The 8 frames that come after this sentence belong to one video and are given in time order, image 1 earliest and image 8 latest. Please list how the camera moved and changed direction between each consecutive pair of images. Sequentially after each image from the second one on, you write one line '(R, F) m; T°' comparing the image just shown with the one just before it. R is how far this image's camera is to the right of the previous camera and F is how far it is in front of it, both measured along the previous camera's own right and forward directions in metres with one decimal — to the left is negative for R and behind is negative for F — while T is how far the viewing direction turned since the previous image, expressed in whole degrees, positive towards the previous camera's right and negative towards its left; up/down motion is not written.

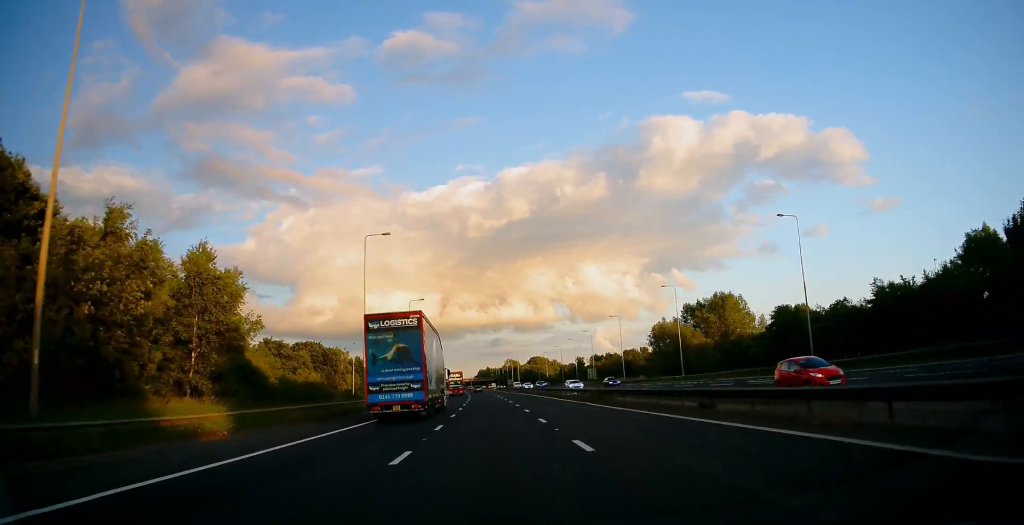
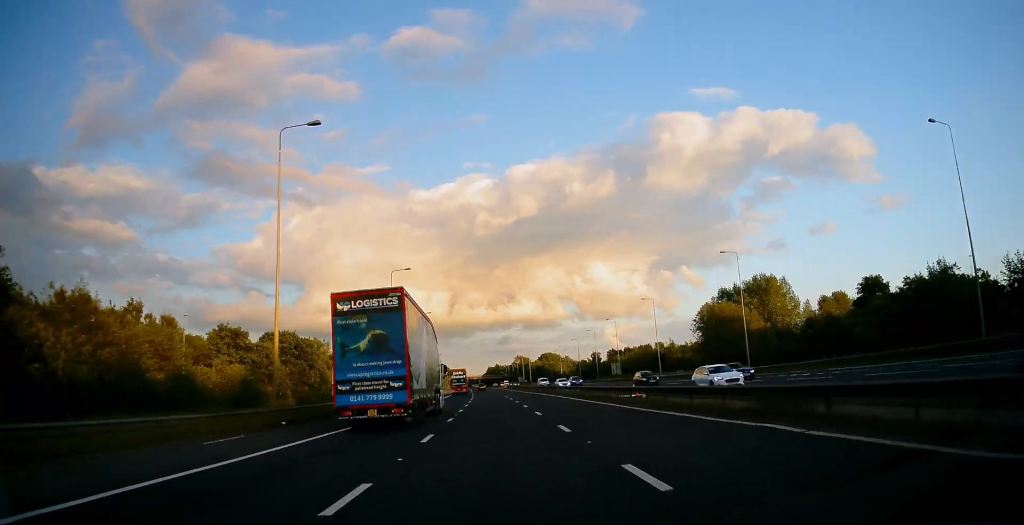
(-0.1, +22.5) m; -1°
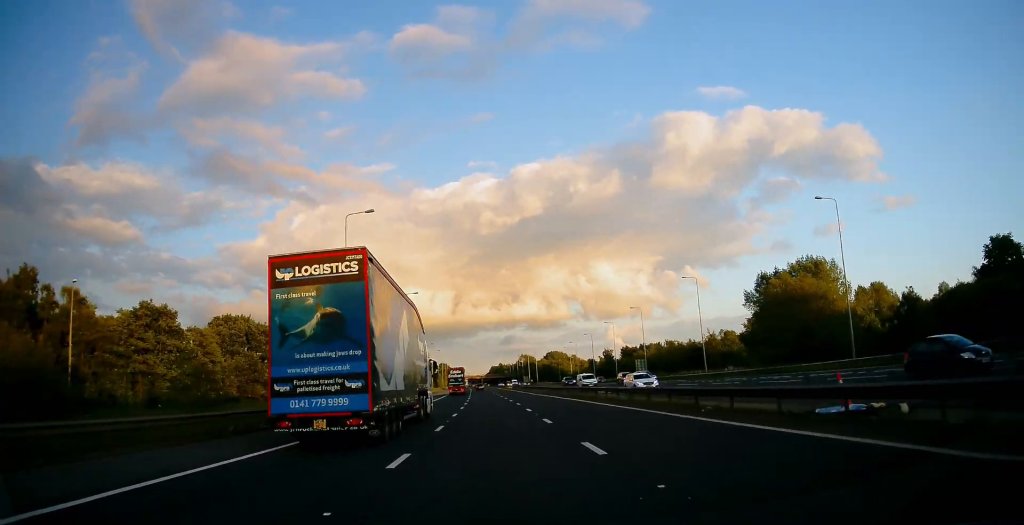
(-0.1, +23.0) m; -1°
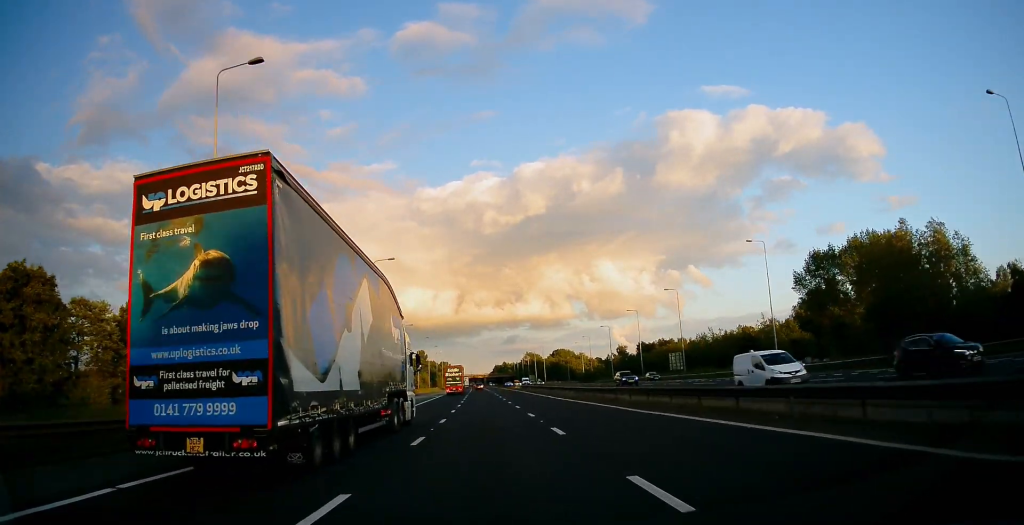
(-0.2, +23.2) m; 0°
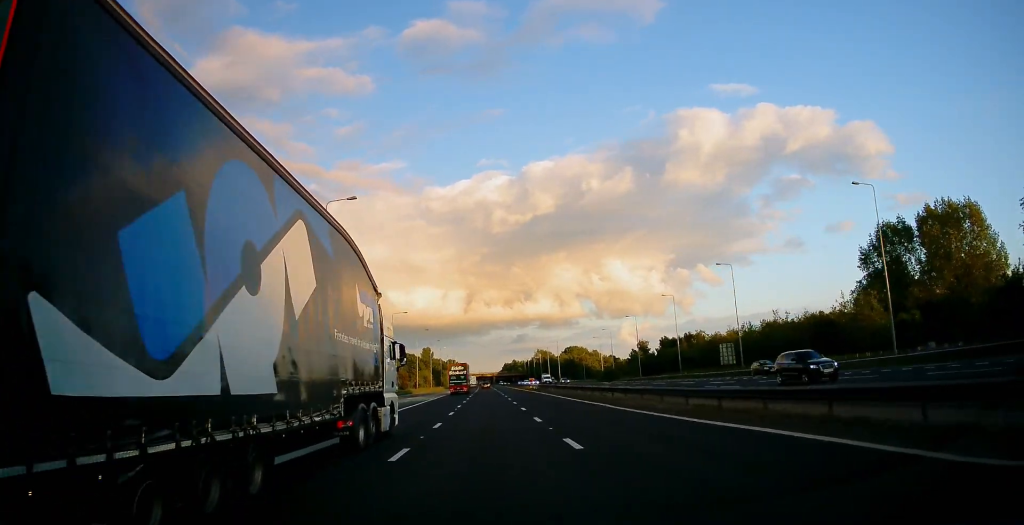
(0.0, +21.1) m; -1°
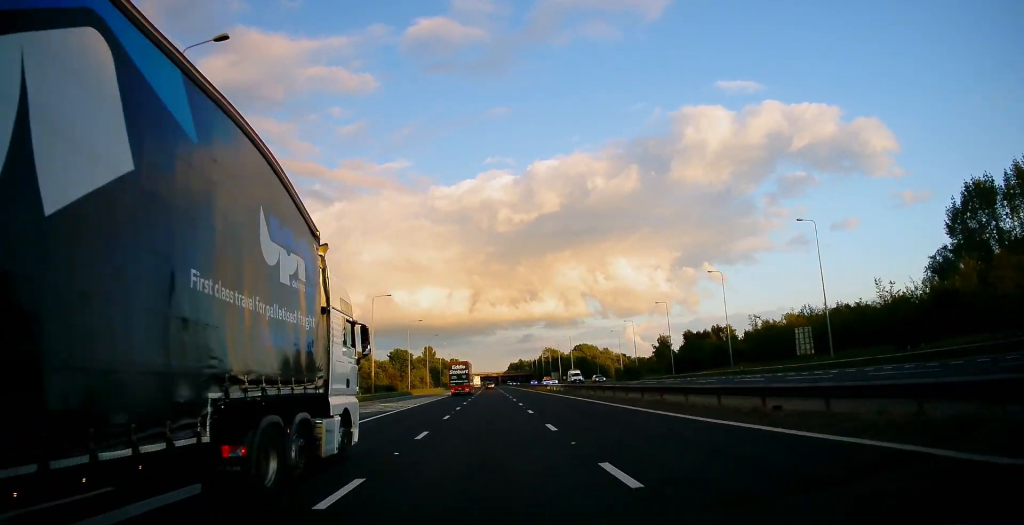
(0.0, +22.9) m; -1°
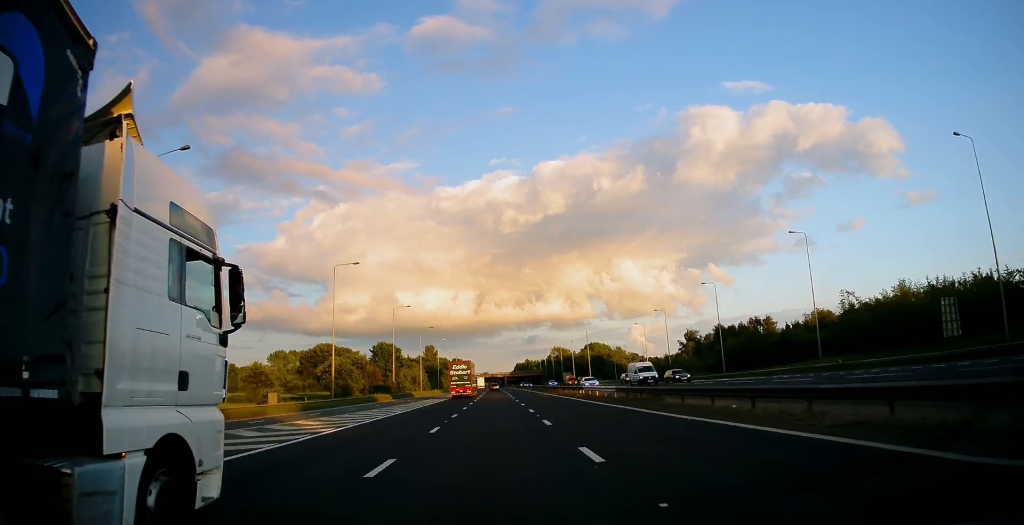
(-0.3, +24.7) m; -1°
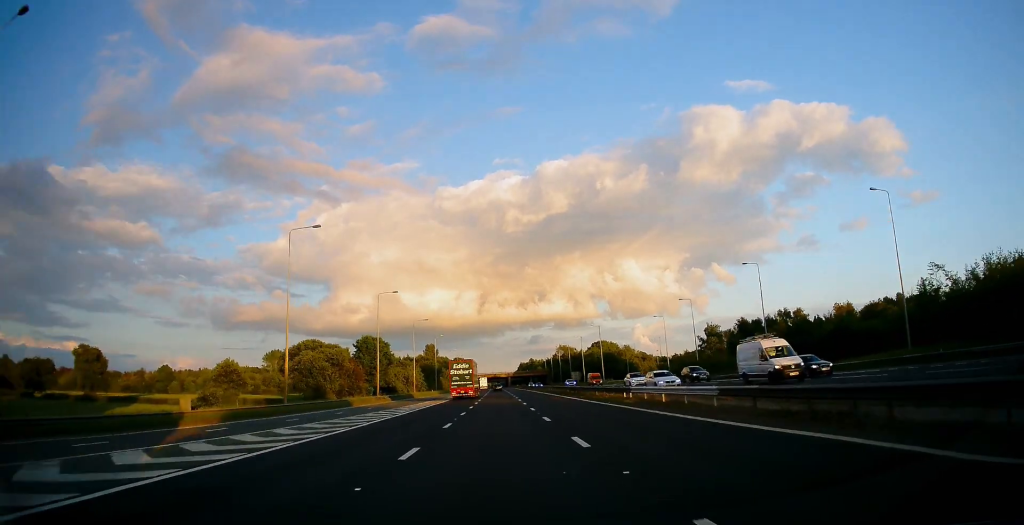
(-0.1, +15.2) m; 0°
